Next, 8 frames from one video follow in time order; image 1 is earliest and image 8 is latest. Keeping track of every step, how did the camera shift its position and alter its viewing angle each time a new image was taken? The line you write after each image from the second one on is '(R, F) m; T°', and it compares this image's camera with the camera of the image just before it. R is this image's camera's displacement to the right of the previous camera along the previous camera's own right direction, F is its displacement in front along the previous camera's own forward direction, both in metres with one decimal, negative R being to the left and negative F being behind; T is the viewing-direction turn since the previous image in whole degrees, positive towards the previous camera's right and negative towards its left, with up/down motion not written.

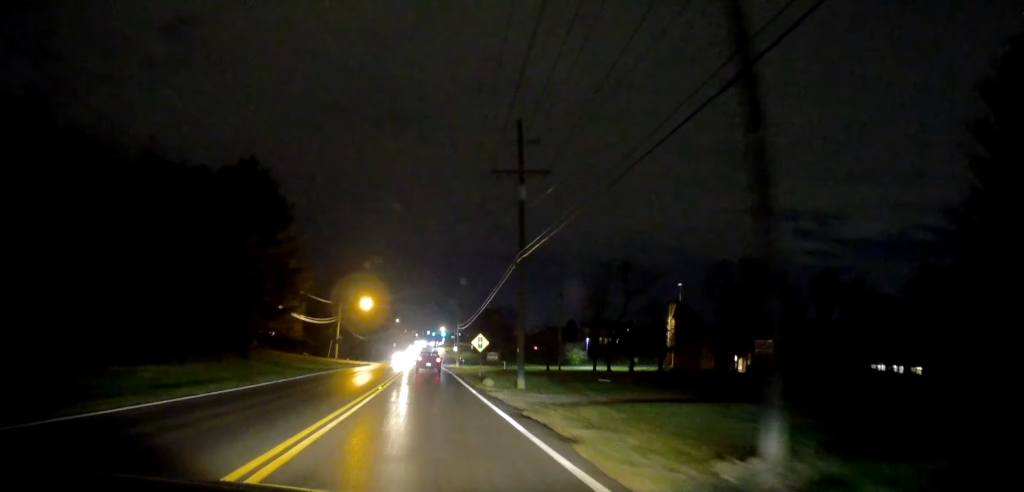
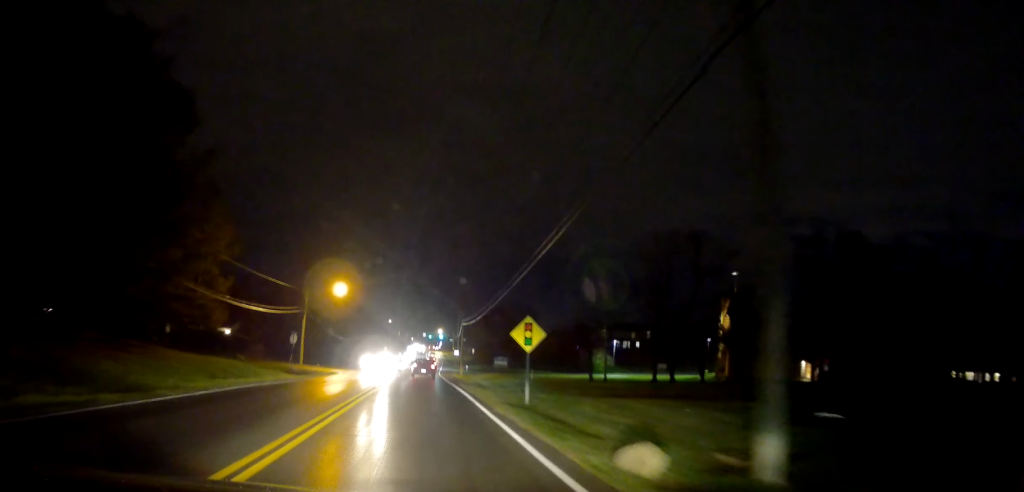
(+0.3, +21.4) m; 0°
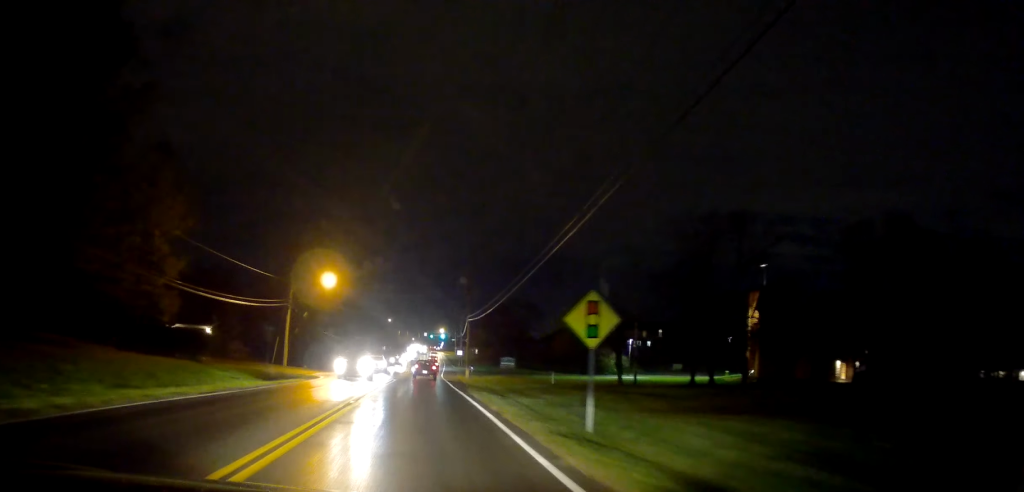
(-0.3, +7.9) m; 0°
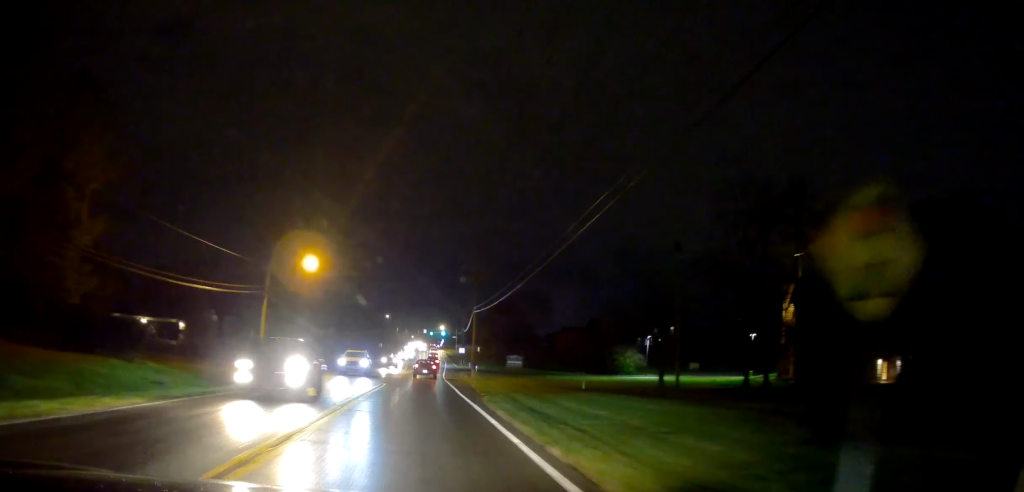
(0.0, +8.5) m; +1°
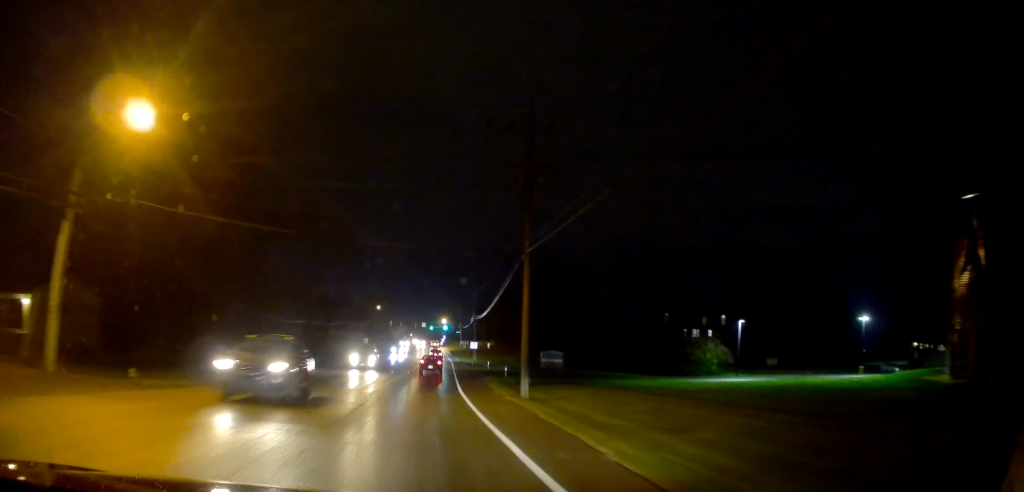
(+0.8, +28.9) m; +1°
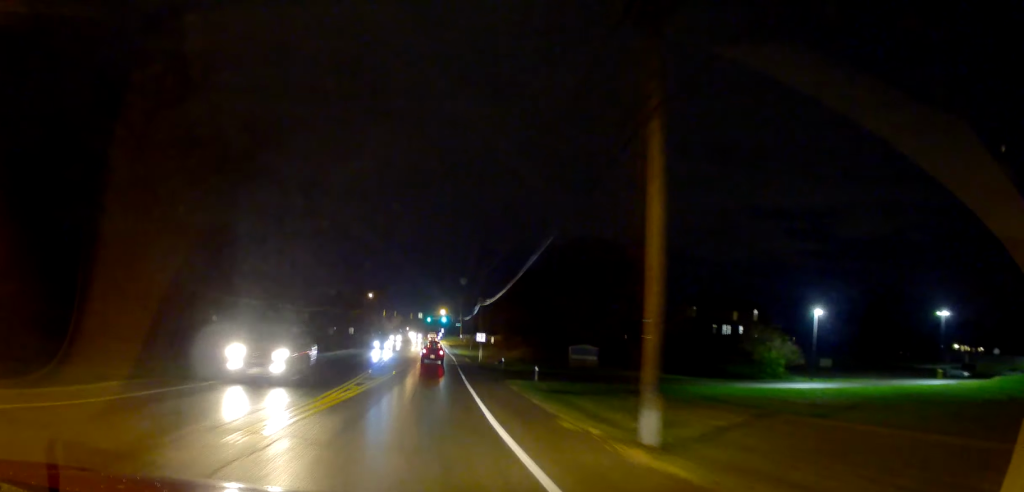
(0.0, +14.9) m; -2°
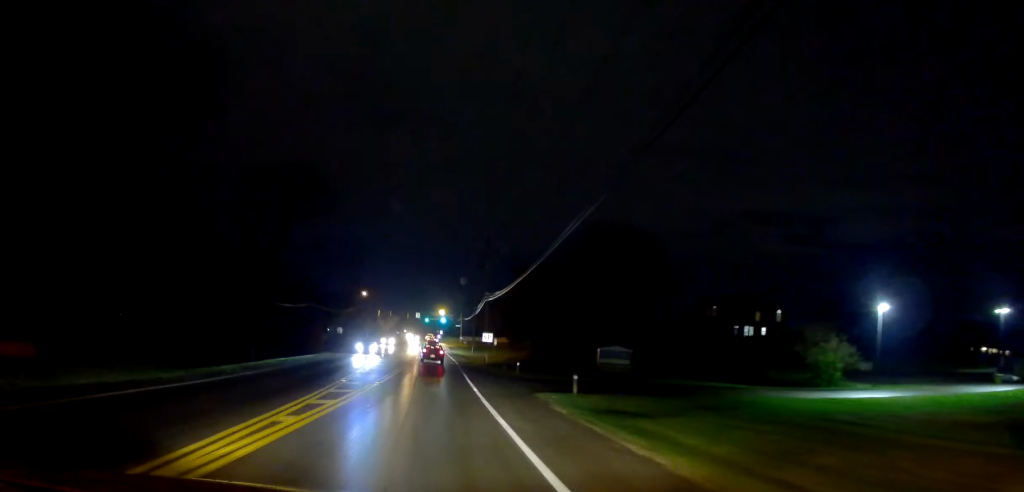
(-0.3, +9.2) m; 0°
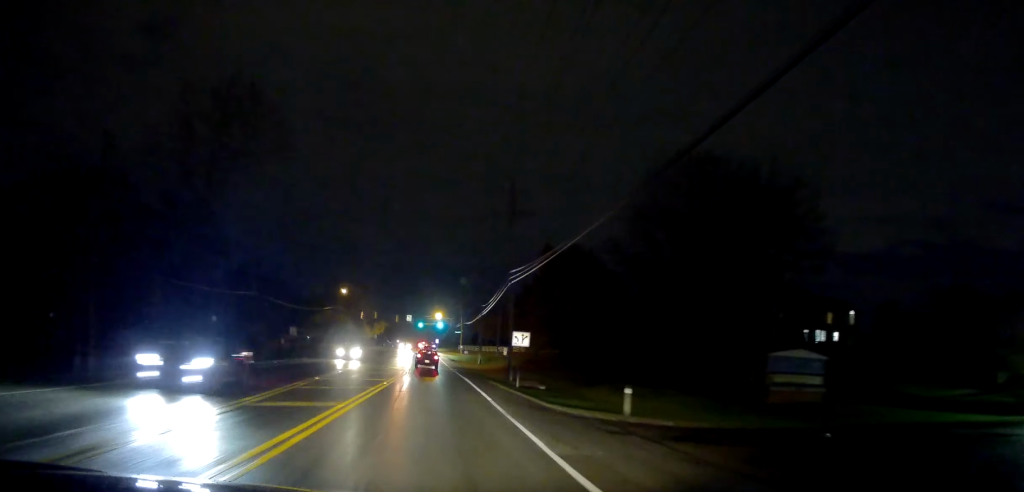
(+0.3, +23.5) m; 0°
